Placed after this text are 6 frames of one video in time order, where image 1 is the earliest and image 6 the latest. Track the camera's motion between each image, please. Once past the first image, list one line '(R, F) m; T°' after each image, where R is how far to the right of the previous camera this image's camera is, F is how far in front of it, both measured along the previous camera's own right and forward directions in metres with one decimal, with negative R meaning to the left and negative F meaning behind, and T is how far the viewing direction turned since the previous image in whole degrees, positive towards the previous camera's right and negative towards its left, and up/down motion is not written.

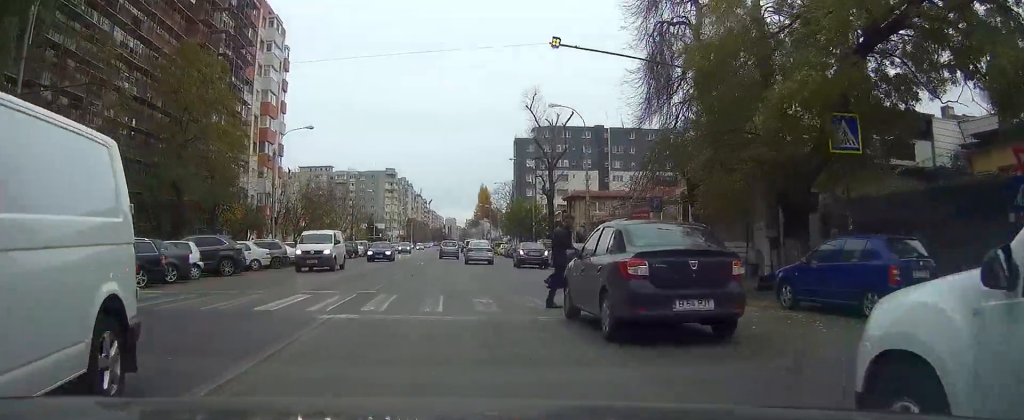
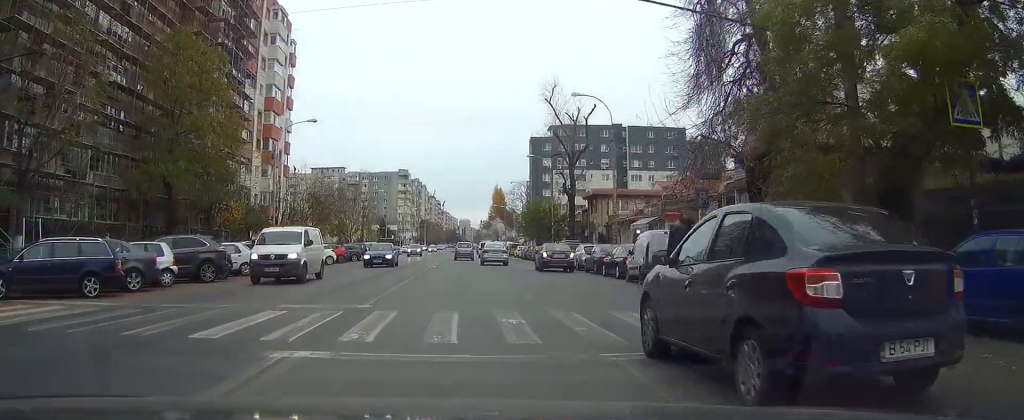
(0.0, +4.2) m; 0°
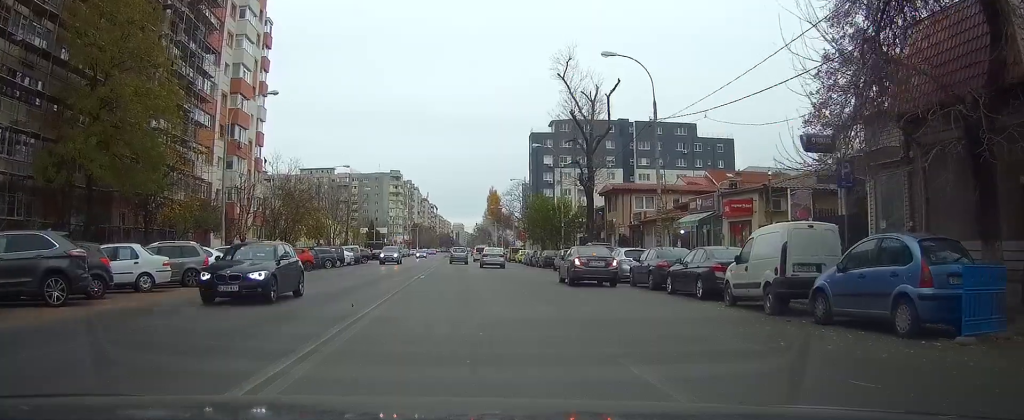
(0.0, +11.9) m; 0°
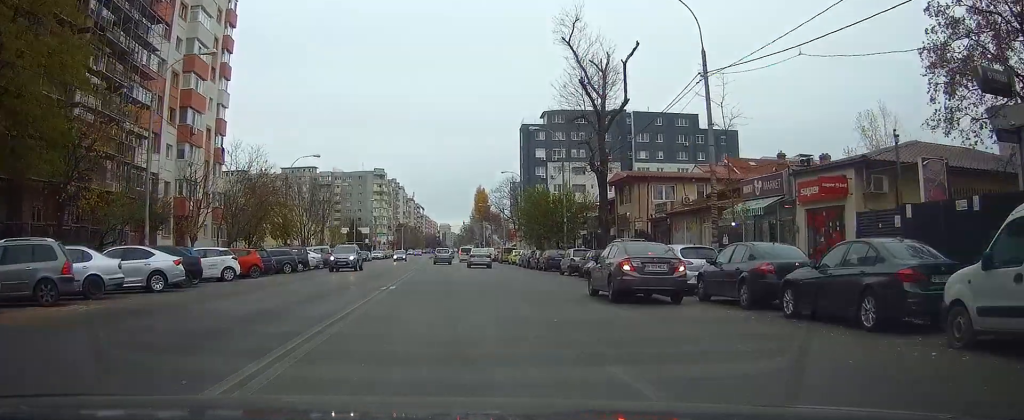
(0.0, +9.0) m; 0°
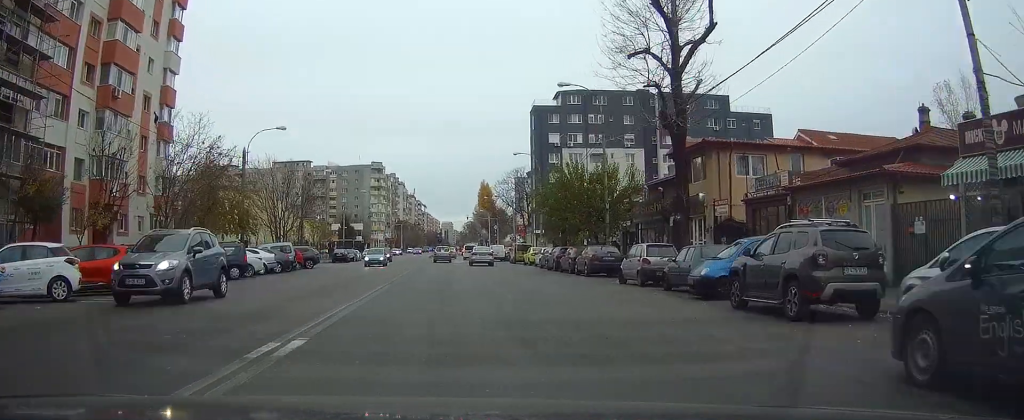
(0.0, +13.6) m; 0°
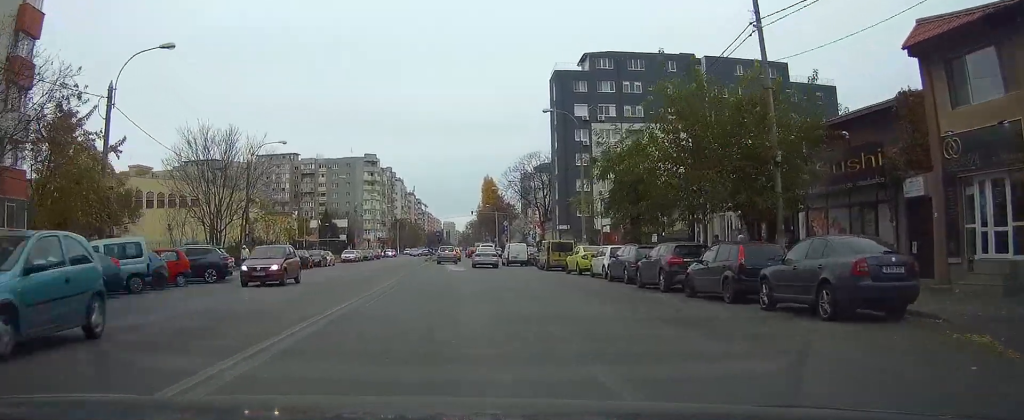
(+0.1, +21.4) m; 0°
